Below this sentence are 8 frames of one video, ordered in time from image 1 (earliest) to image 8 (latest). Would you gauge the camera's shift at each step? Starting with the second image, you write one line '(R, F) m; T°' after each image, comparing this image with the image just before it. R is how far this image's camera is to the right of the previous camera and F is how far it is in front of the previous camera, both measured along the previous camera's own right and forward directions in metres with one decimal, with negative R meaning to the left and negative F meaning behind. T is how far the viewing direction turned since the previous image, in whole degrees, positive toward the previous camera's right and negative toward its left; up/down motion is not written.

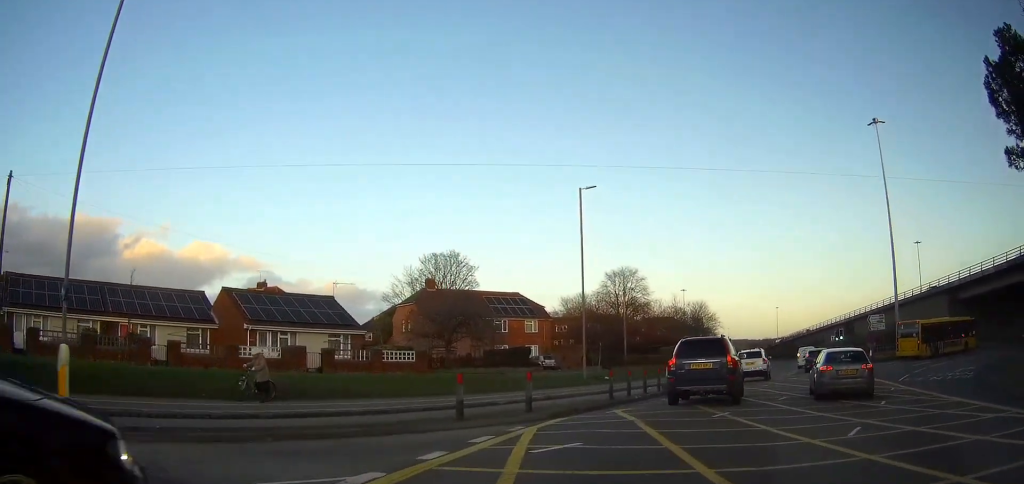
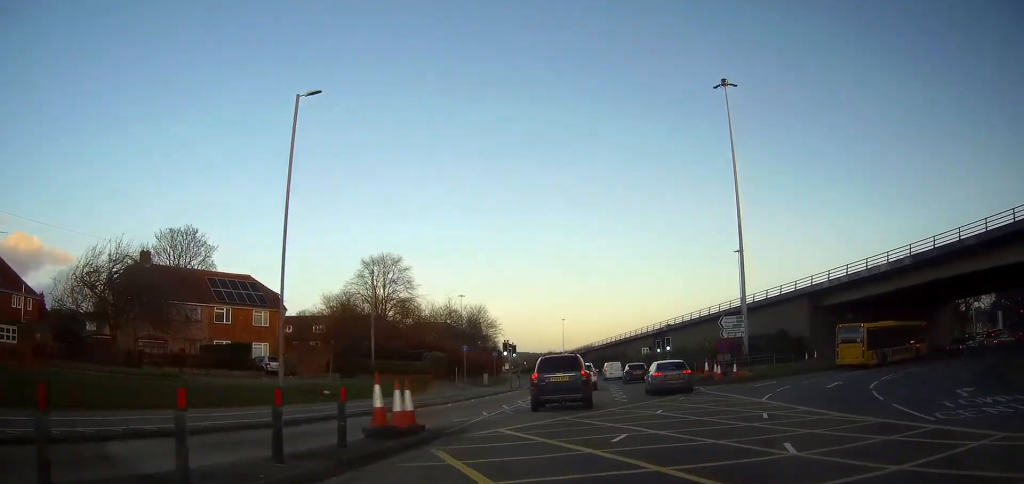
(+2.7, +15.3) m; +16°
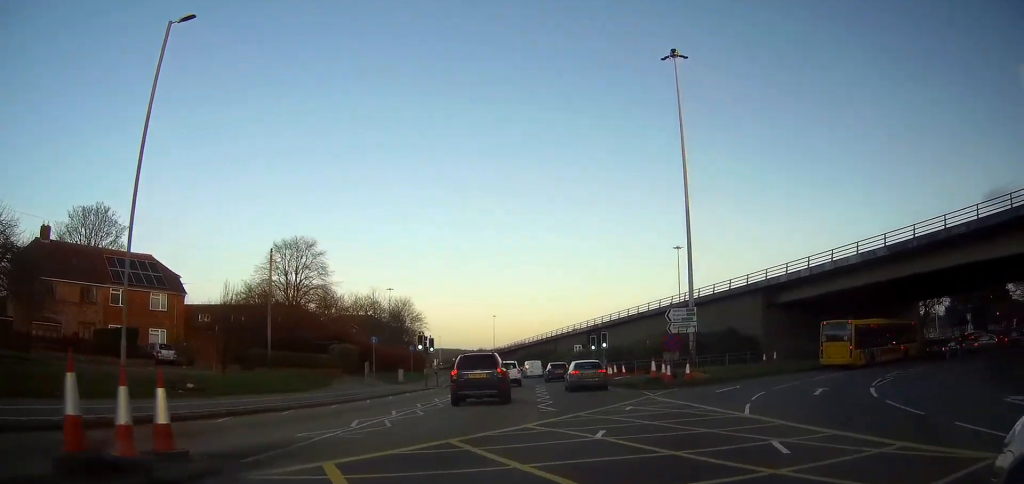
(+0.3, +4.6) m; +2°
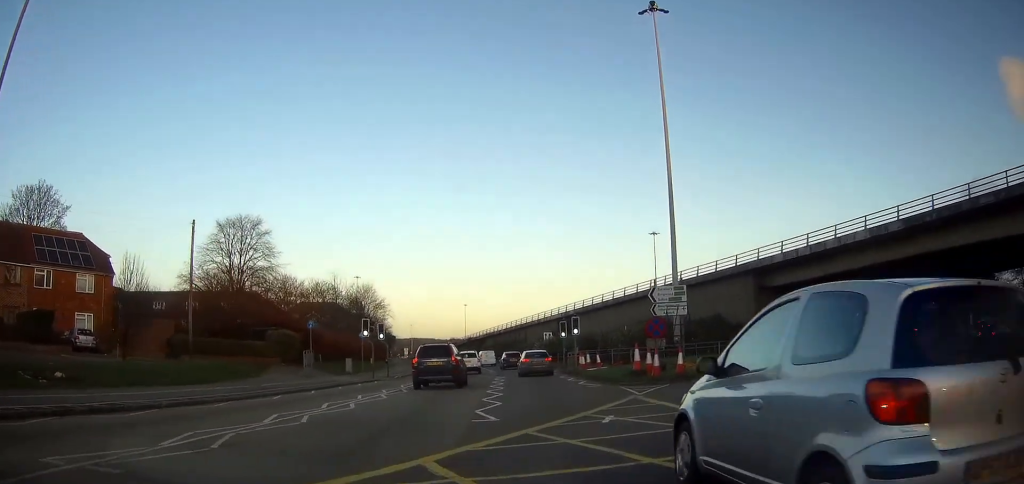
(+0.1, +5.2) m; +2°
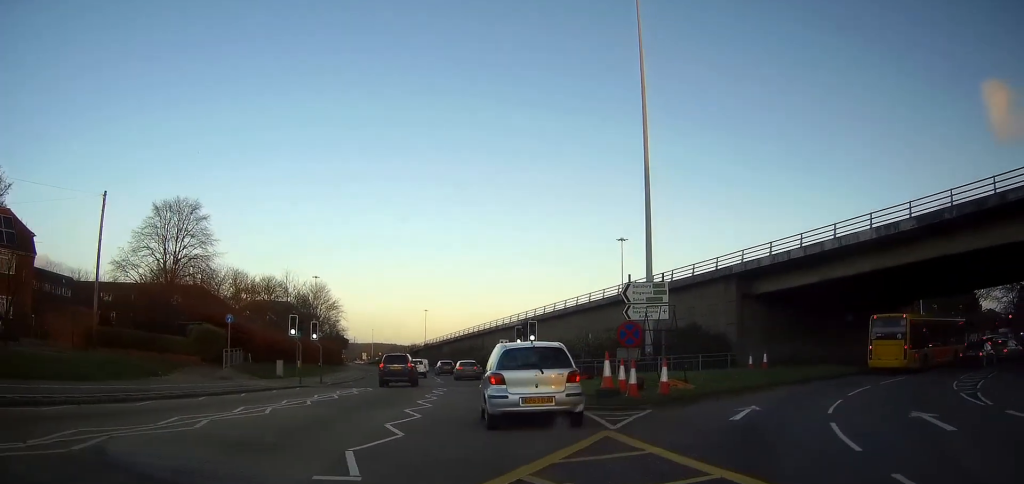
(0.0, +6.6) m; +3°
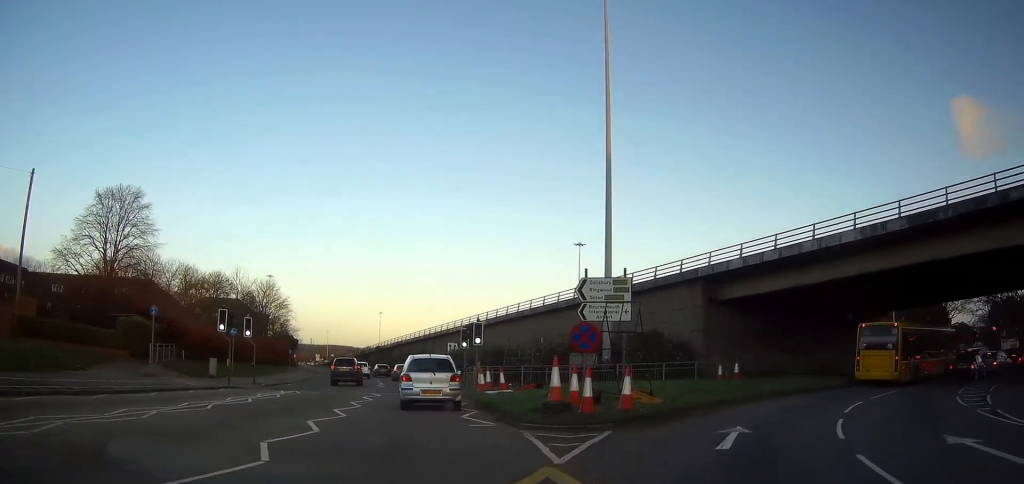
(-0.1, +3.8) m; +5°
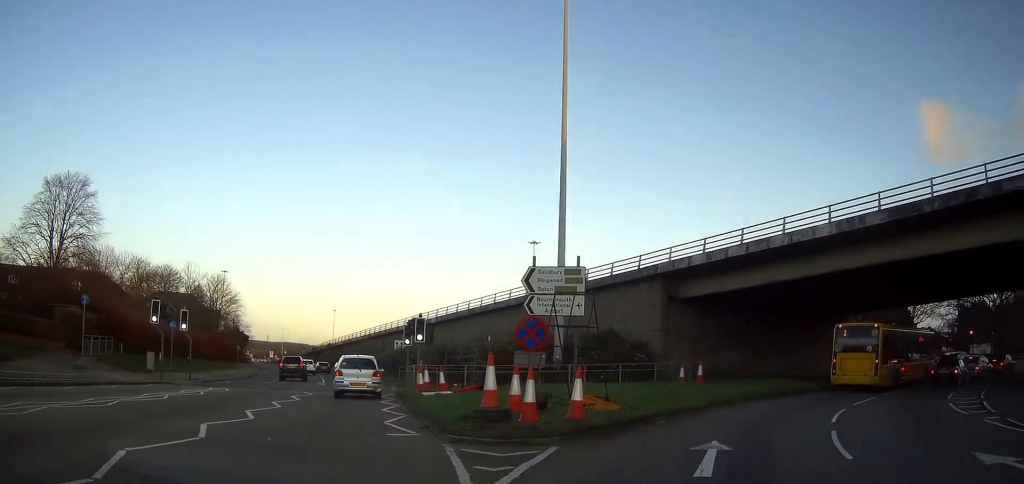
(+0.3, +2.5) m; +5°
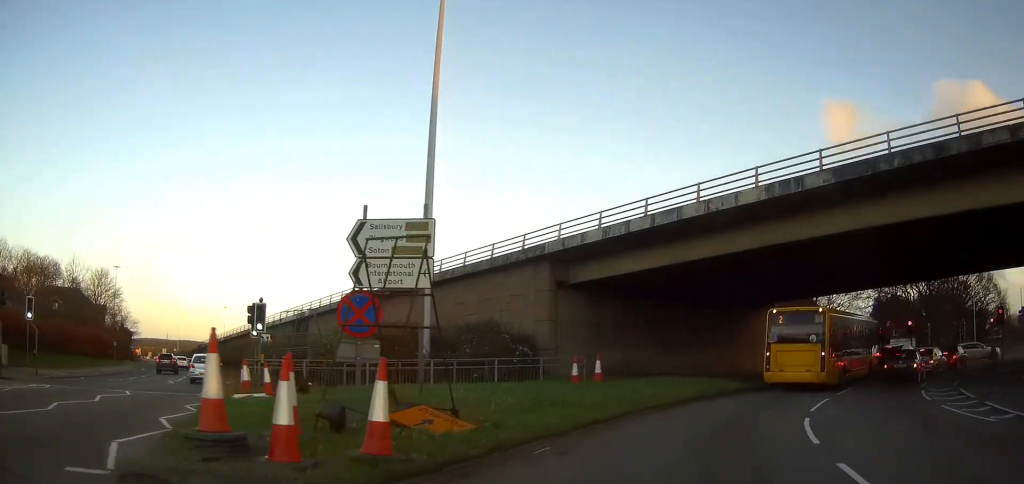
(+0.5, +4.9) m; +10°
